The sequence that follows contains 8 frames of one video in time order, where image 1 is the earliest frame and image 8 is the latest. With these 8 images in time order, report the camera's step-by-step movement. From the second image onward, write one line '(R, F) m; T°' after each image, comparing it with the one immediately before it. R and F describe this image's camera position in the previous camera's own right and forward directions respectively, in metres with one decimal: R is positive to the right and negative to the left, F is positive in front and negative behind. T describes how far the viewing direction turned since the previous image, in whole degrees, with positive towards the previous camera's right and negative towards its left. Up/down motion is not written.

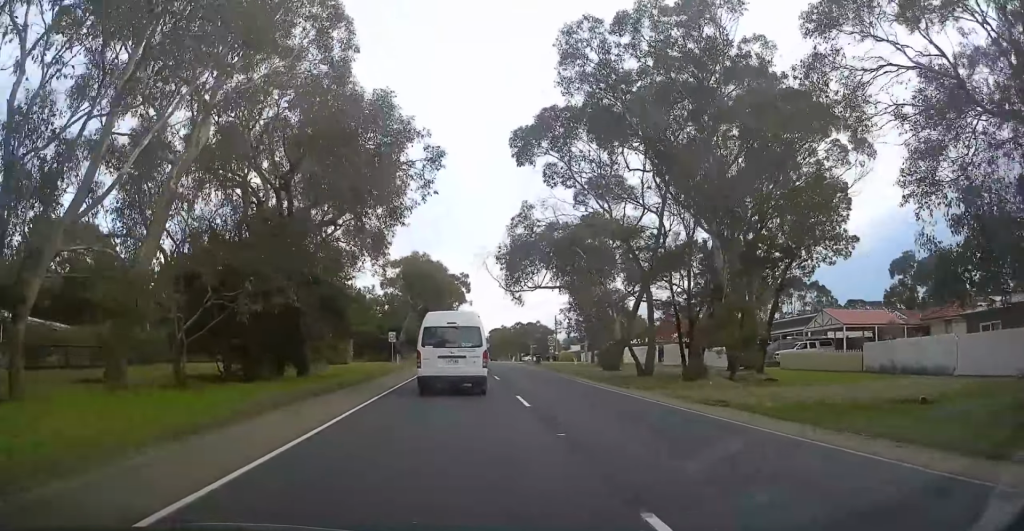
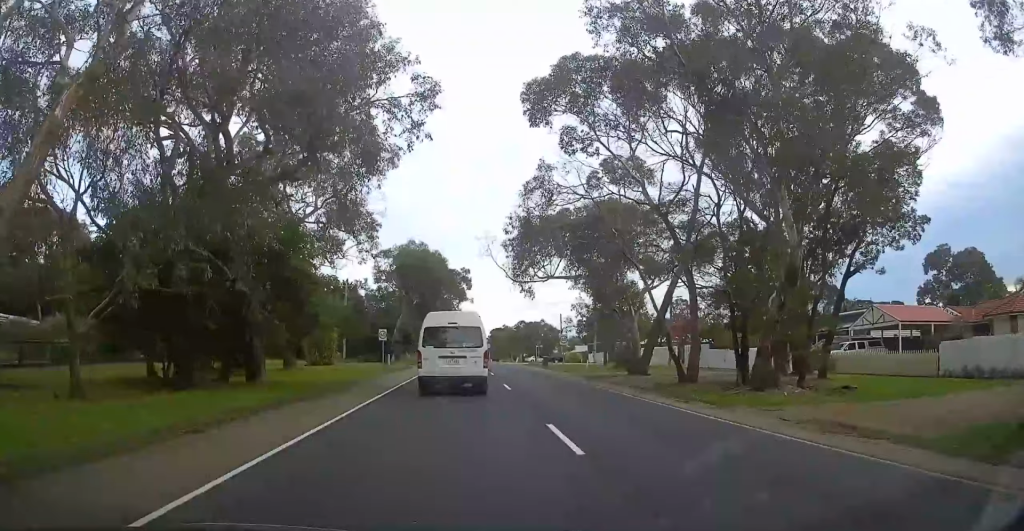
(0.0, +6.3) m; 0°
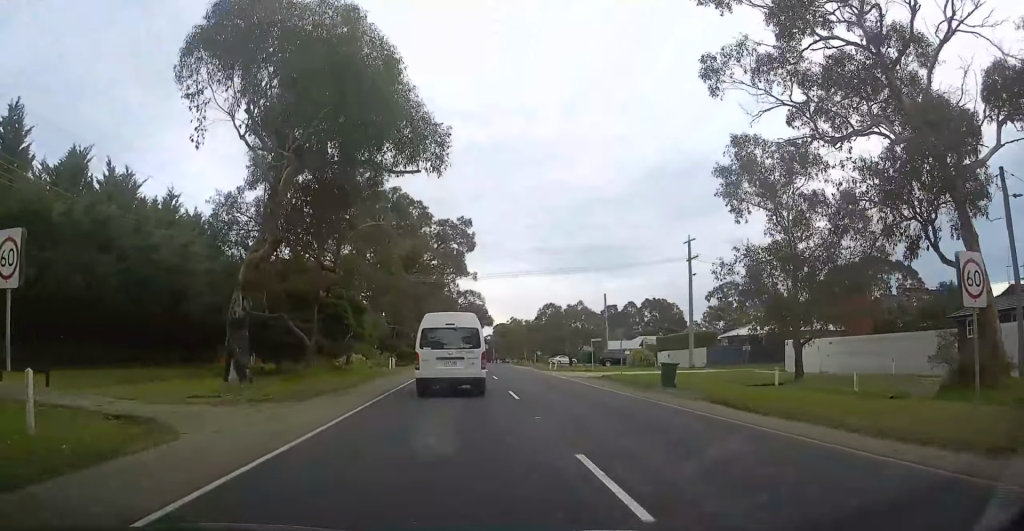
(+0.1, +41.4) m; -1°
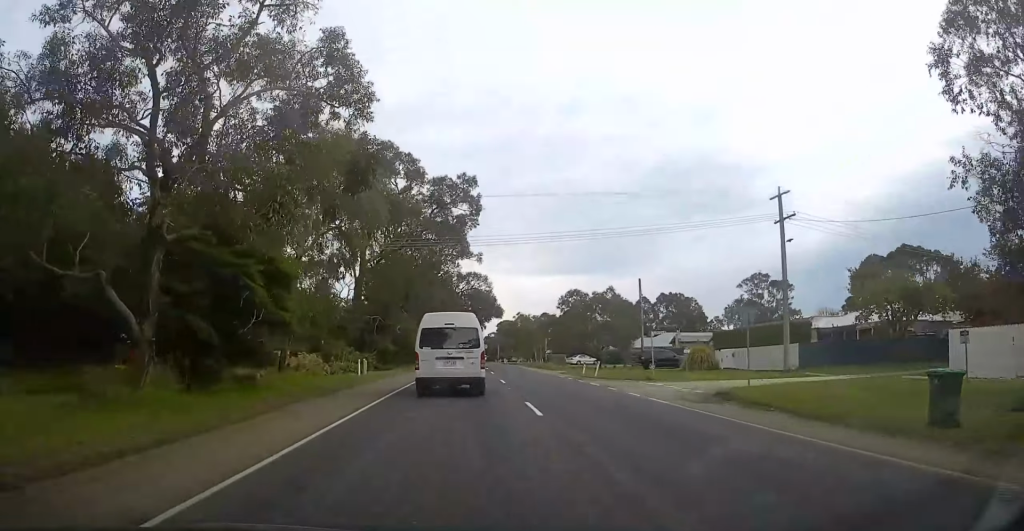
(-0.4, +16.1) m; -1°
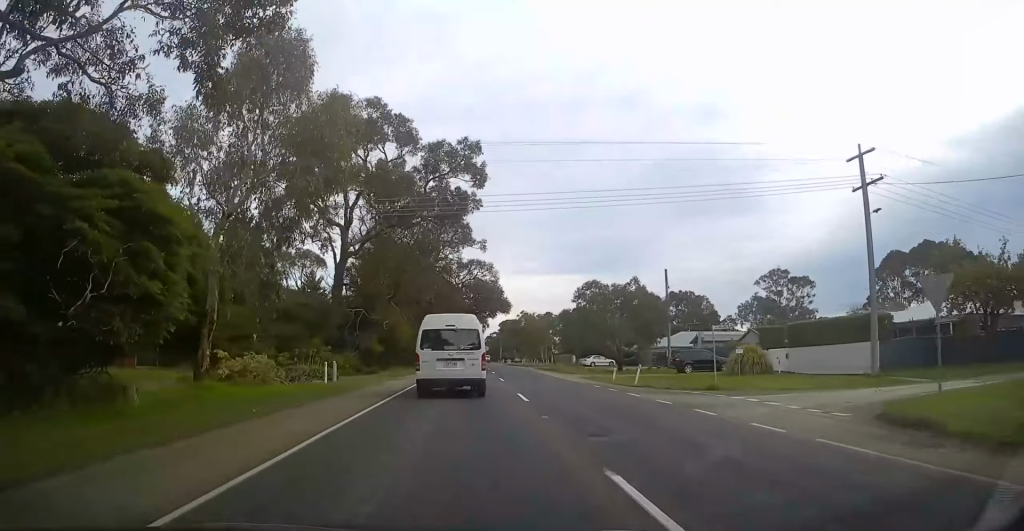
(0.0, +9.2) m; +1°
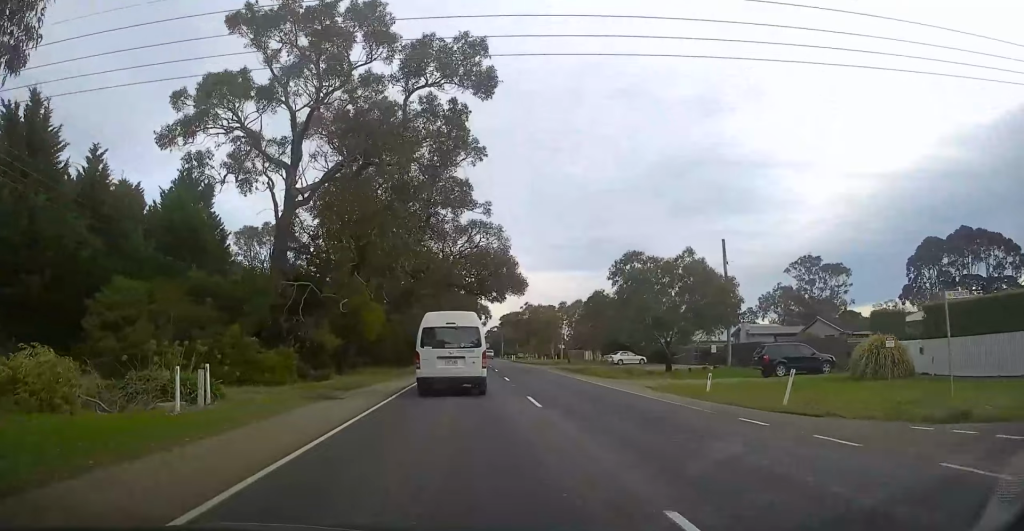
(+0.4, +14.4) m; +2°
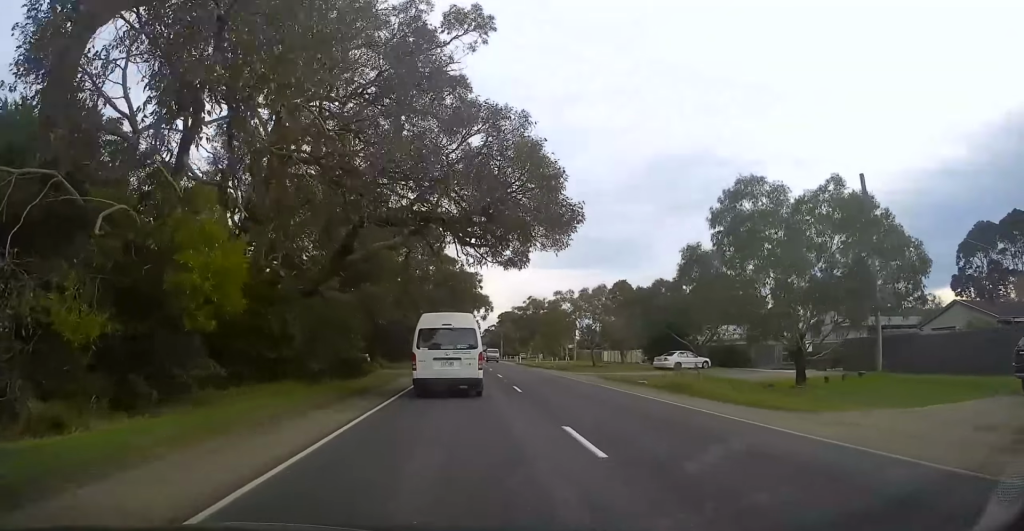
(0.0, +19.5) m; 0°
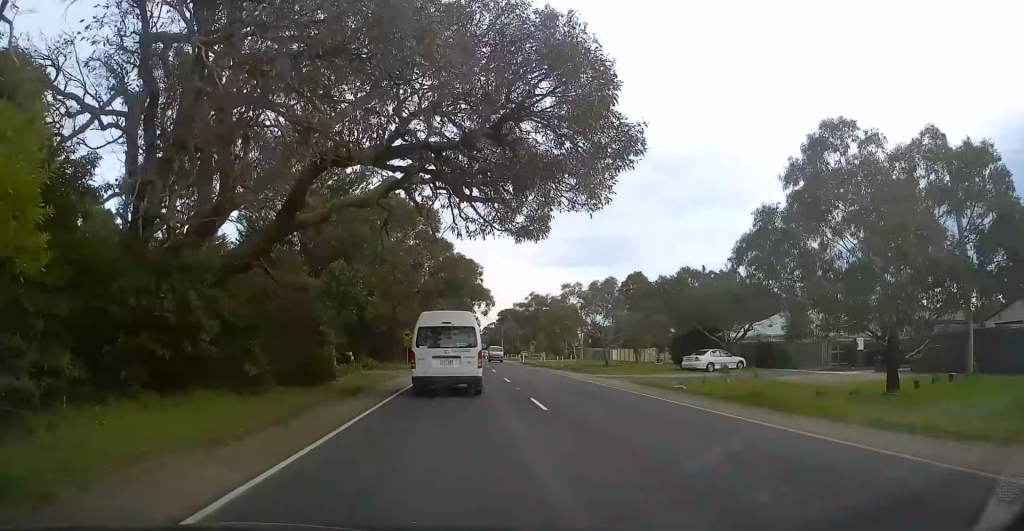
(0.0, +6.9) m; 0°
